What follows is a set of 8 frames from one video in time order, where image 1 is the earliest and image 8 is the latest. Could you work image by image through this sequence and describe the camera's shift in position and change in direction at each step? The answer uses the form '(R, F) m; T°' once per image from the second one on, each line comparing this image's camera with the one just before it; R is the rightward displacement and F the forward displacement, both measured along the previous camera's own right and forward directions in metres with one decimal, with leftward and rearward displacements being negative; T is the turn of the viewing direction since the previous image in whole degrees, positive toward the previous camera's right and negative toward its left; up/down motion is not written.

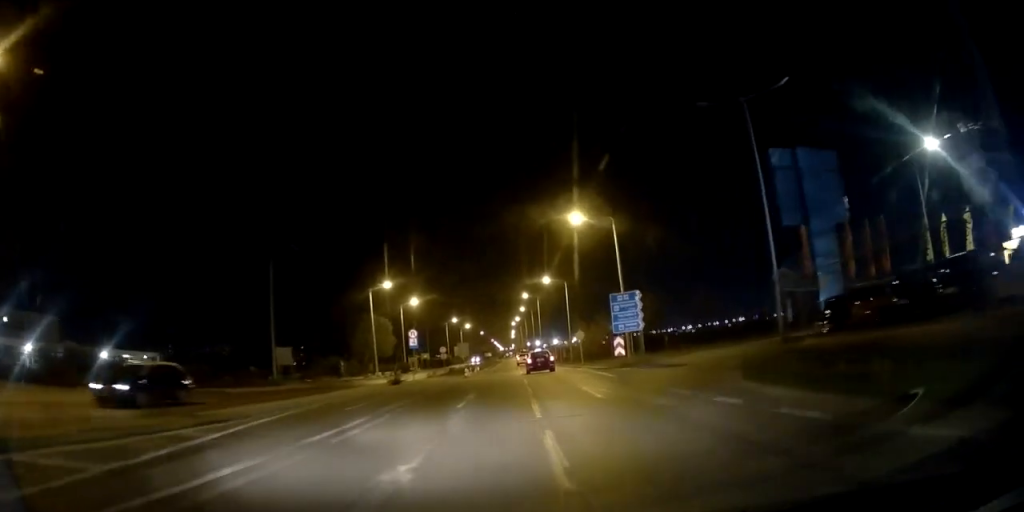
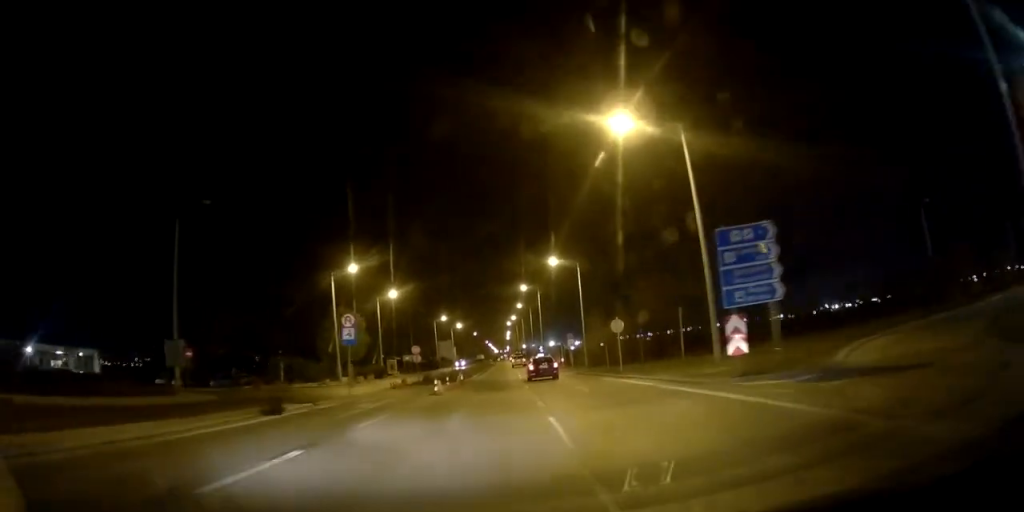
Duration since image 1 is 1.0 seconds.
(-0.4, +16.4) m; -1°
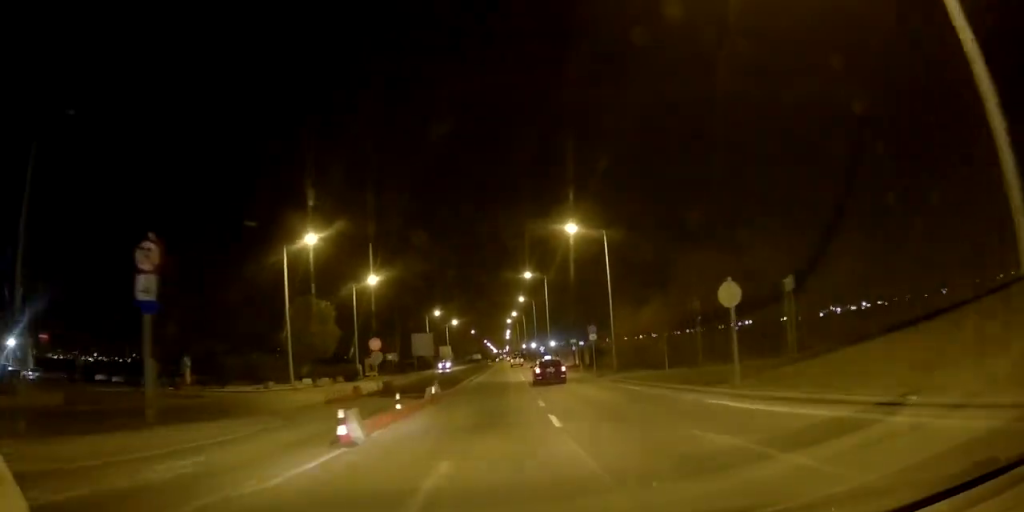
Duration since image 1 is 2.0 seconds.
(0.0, +15.3) m; 0°
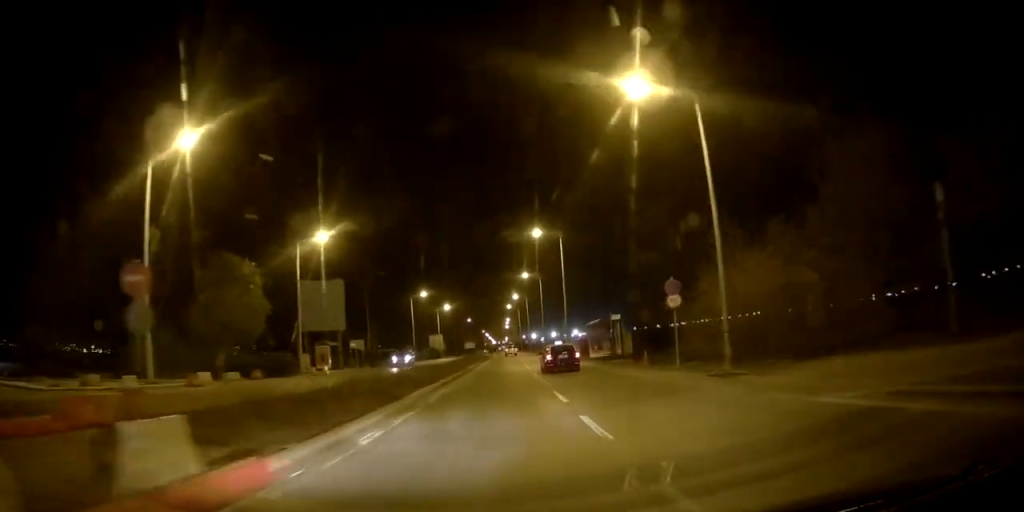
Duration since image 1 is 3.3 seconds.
(+0.5, +22.0) m; +2°
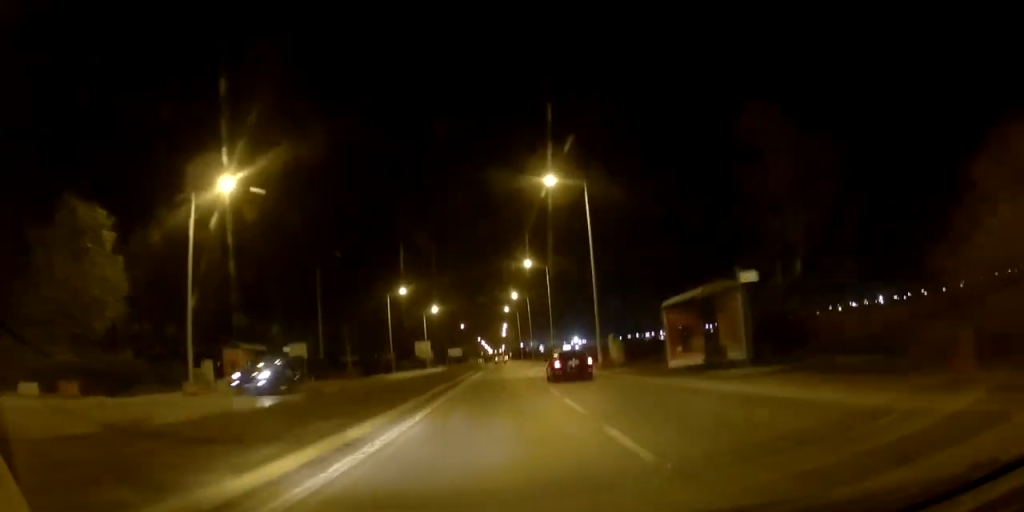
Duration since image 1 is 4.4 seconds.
(+0.1, +20.8) m; -1°
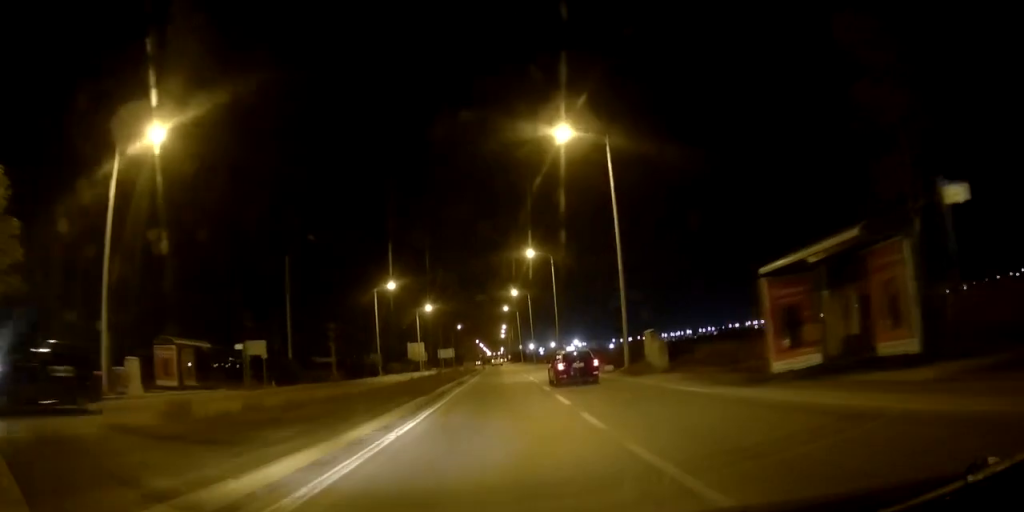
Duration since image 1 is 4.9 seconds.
(-0.1, +9.1) m; -1°
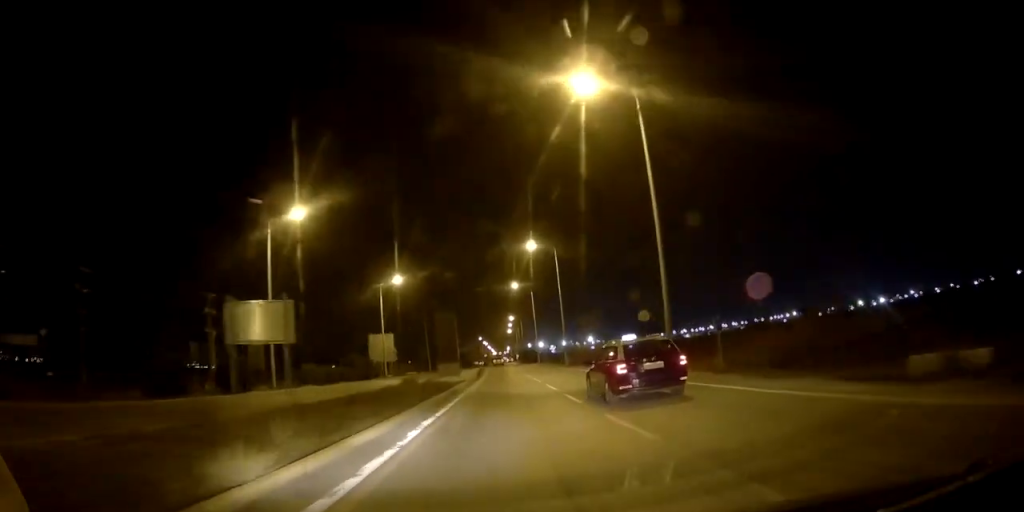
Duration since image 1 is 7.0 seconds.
(+0.2, +40.3) m; 0°
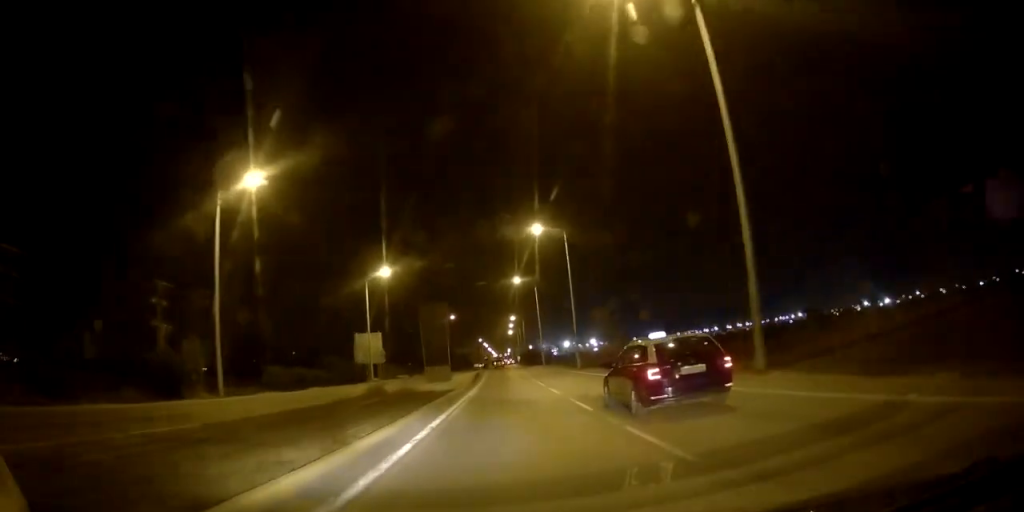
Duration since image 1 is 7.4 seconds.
(-0.1, +6.3) m; 0°
